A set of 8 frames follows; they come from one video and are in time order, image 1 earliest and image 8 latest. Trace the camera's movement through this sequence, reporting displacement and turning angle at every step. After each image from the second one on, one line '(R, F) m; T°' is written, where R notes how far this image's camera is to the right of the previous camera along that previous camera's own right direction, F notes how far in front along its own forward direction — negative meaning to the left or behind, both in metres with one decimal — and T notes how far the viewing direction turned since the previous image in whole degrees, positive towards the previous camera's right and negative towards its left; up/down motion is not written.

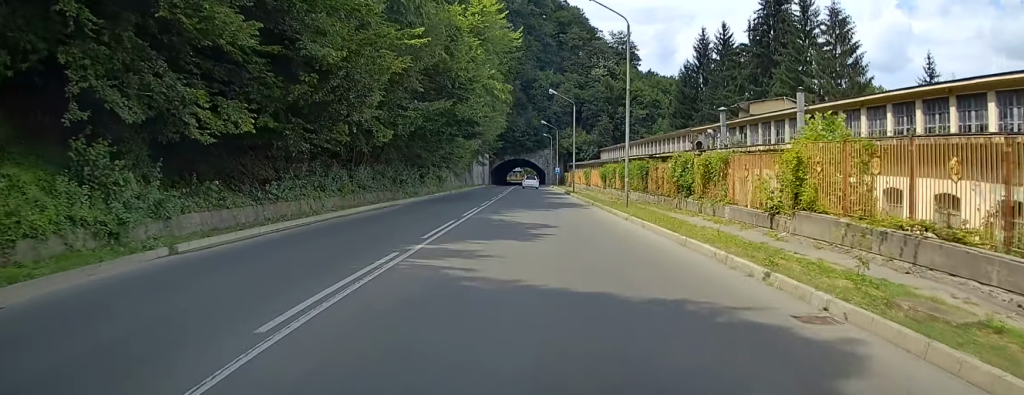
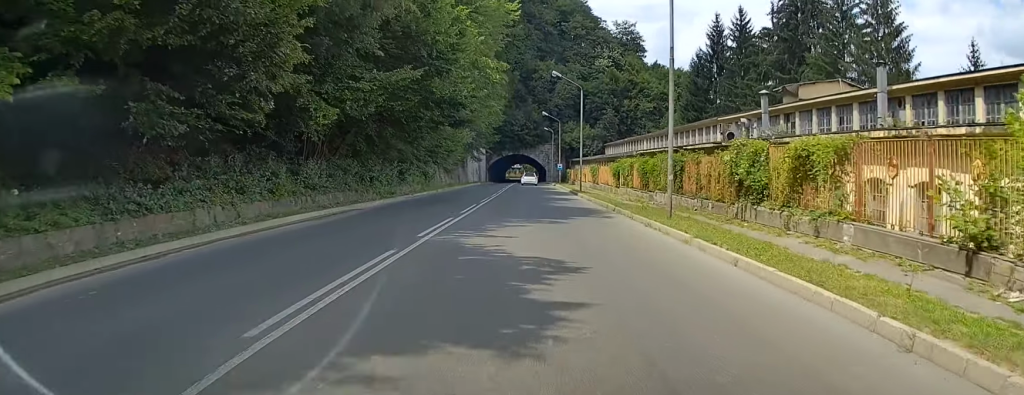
(-0.1, +9.1) m; 0°
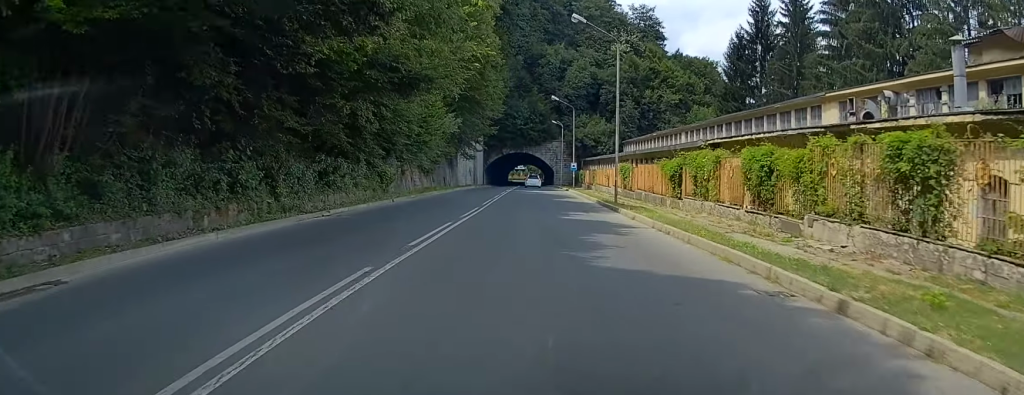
(+0.2, +19.4) m; -1°
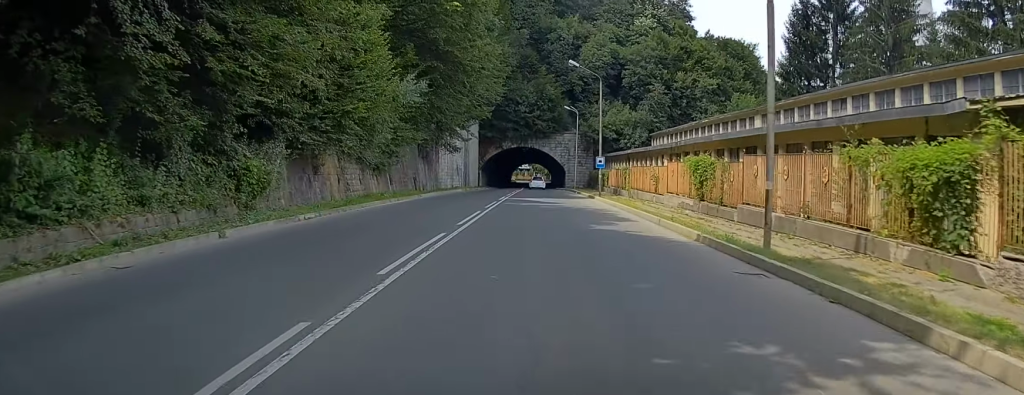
(-0.4, +21.0) m; -1°
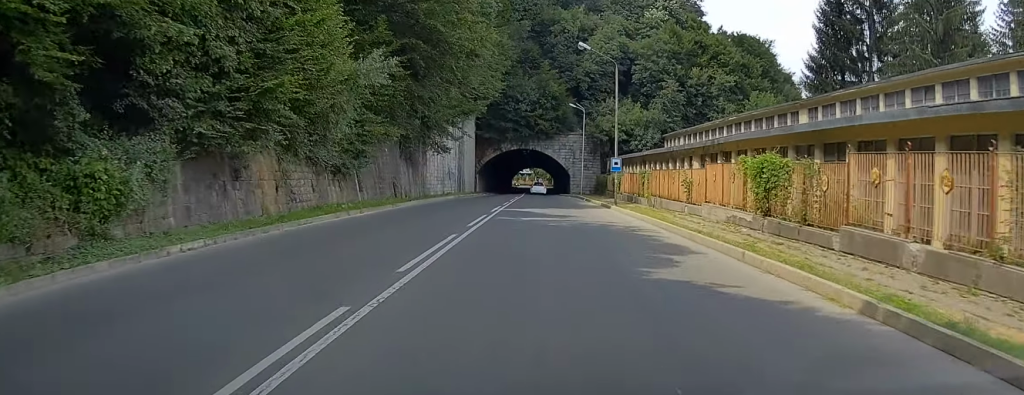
(-0.1, +8.1) m; 0°
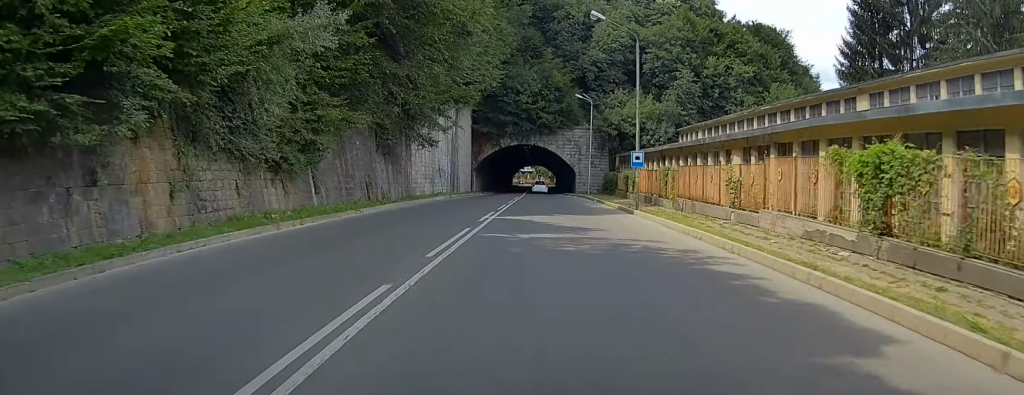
(+0.1, +7.4) m; 0°
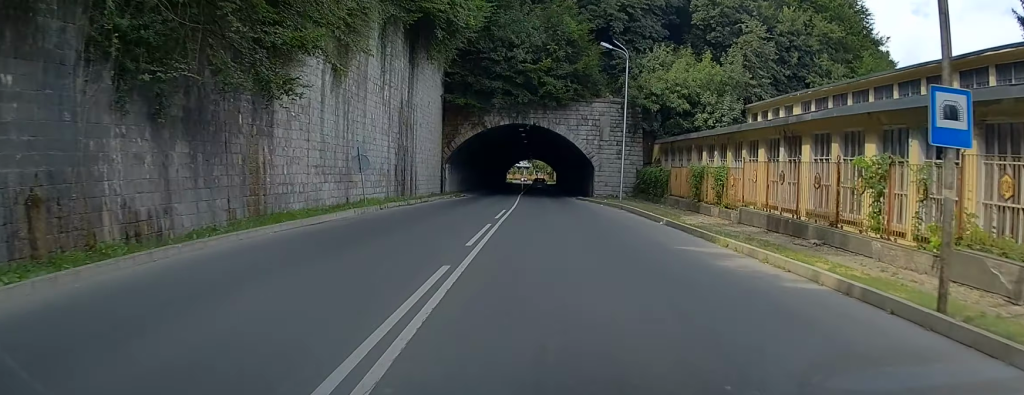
(-0.1, +25.3) m; -1°
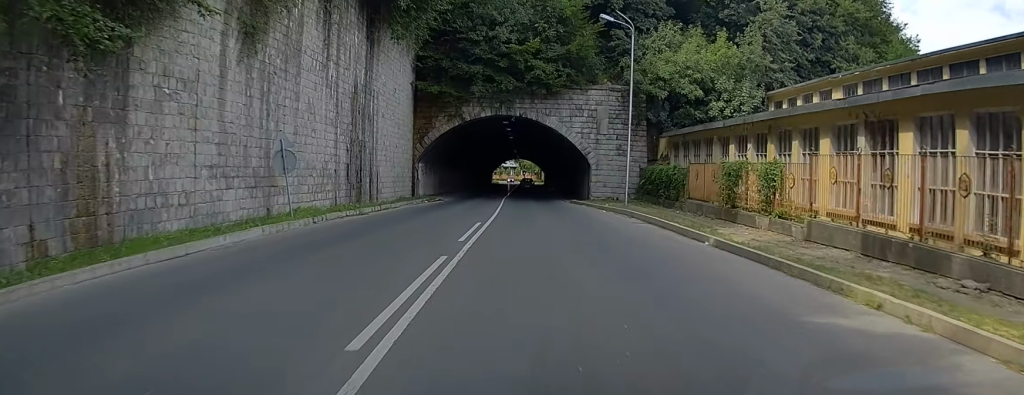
(0.0, +7.8) m; 0°
